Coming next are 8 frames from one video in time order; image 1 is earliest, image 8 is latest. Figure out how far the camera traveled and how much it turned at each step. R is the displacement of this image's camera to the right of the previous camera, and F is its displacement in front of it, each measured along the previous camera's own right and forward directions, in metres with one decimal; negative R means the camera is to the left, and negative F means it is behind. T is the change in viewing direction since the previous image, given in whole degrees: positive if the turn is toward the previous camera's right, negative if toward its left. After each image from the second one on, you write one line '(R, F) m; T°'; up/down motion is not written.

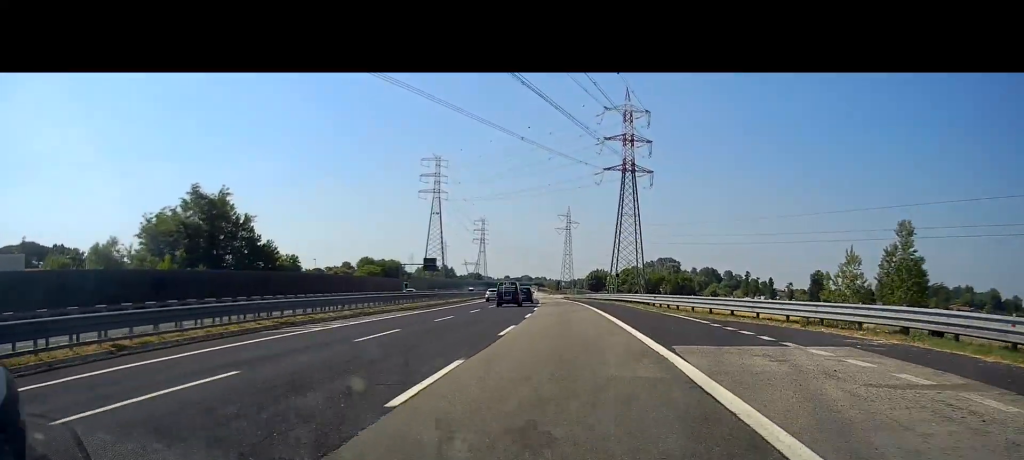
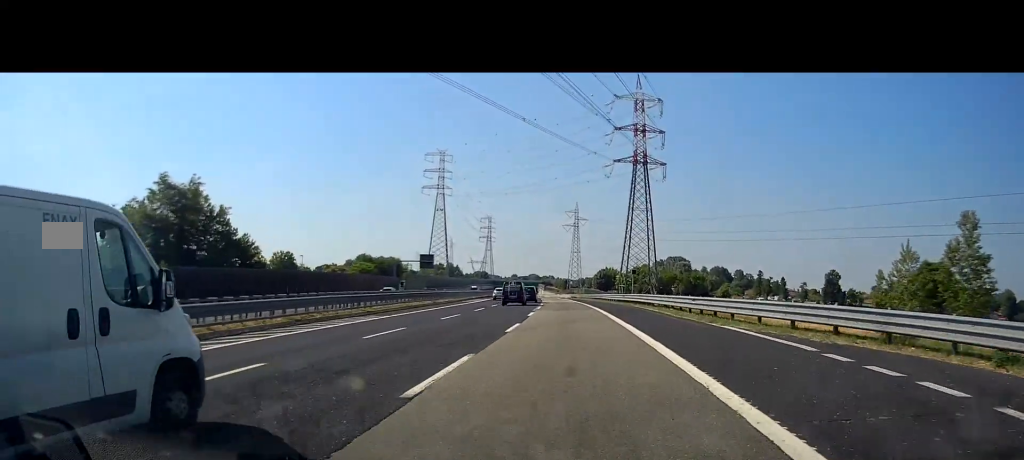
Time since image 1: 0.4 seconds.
(0.0, +10.6) m; 0°
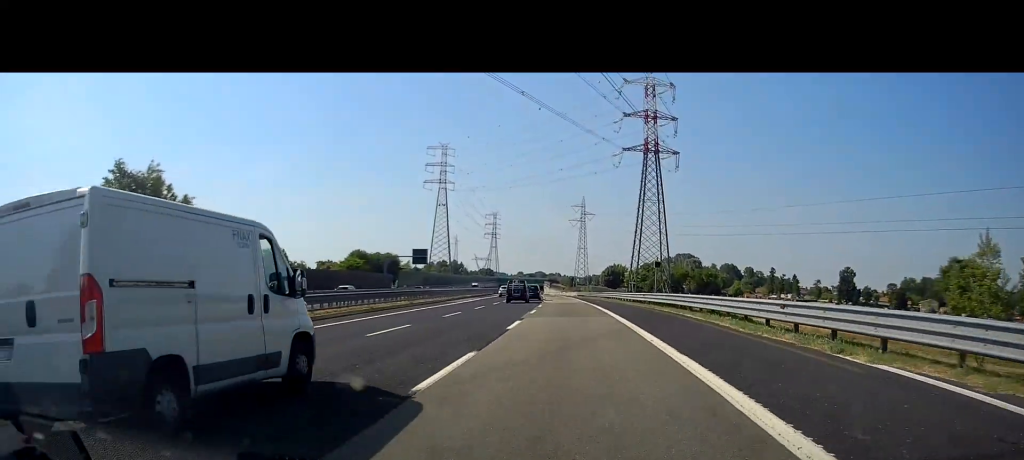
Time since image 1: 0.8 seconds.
(0.0, +11.5) m; -1°
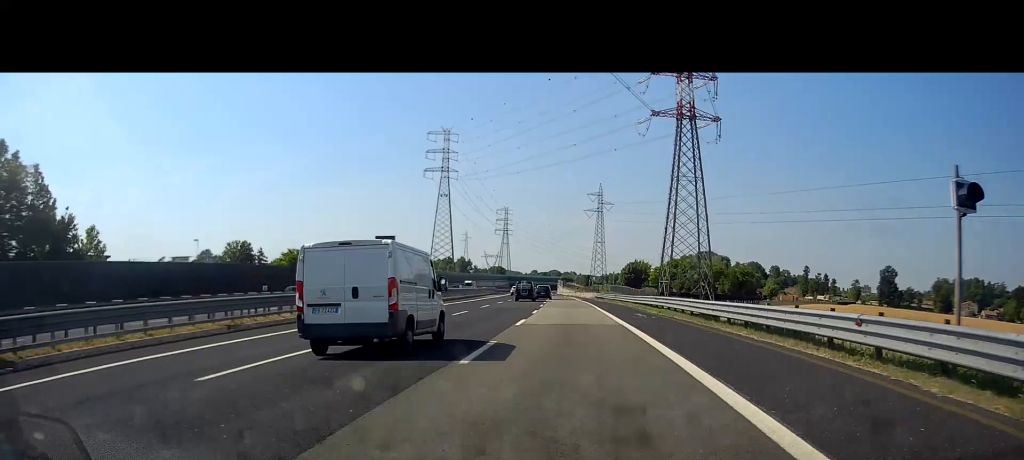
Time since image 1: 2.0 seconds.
(-0.5, +31.9) m; -2°
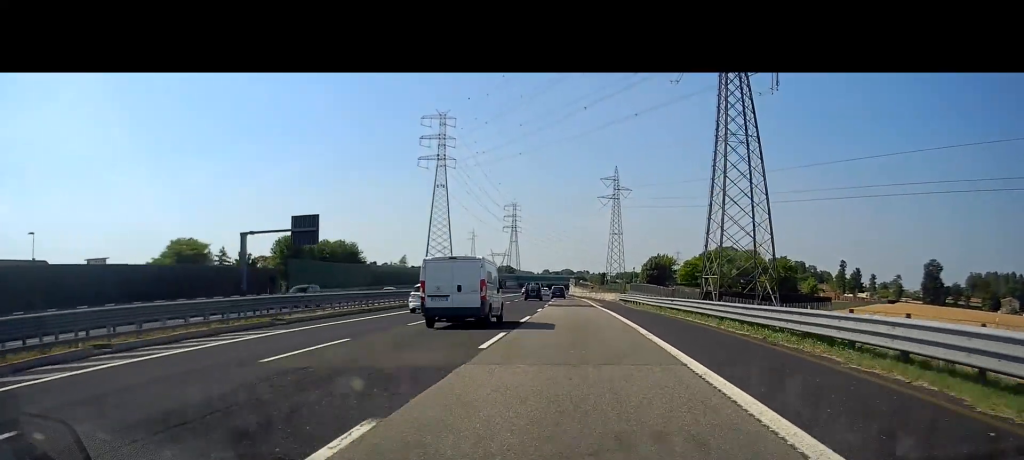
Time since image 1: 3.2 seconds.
(-0.4, +32.1) m; -1°
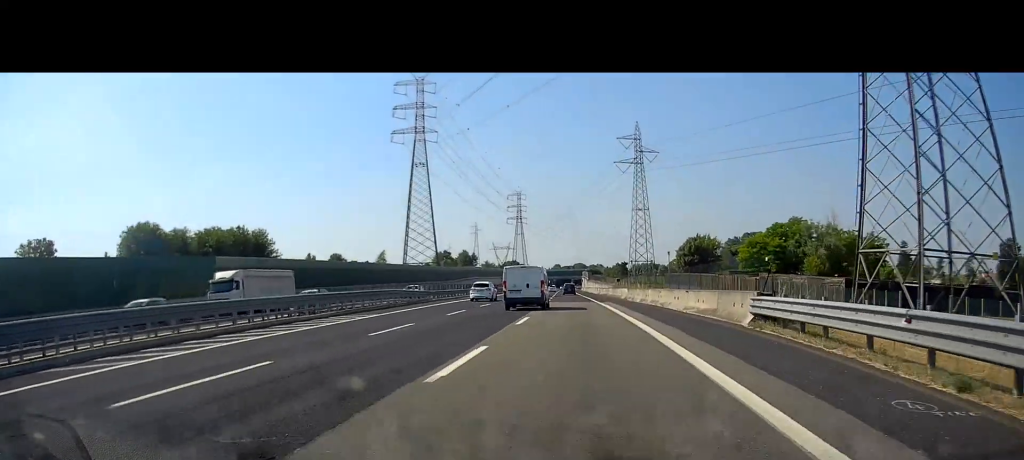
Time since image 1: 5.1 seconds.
(-0.7, +50.7) m; -1°
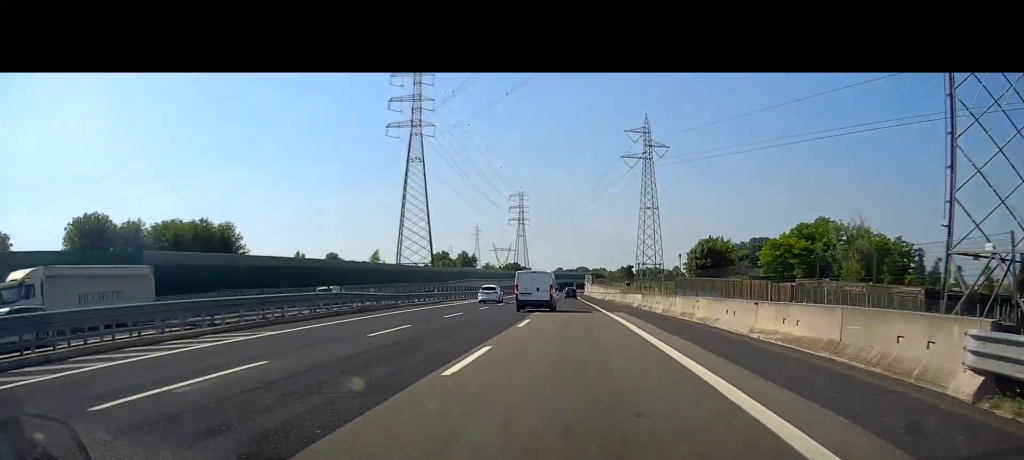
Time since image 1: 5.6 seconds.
(0.0, +11.5) m; 0°
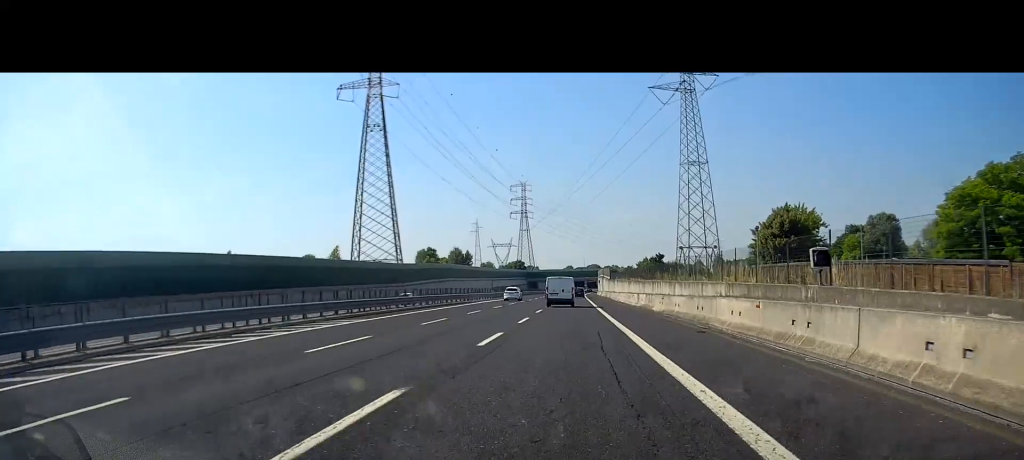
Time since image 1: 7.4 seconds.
(-0.5, +49.3) m; -1°
